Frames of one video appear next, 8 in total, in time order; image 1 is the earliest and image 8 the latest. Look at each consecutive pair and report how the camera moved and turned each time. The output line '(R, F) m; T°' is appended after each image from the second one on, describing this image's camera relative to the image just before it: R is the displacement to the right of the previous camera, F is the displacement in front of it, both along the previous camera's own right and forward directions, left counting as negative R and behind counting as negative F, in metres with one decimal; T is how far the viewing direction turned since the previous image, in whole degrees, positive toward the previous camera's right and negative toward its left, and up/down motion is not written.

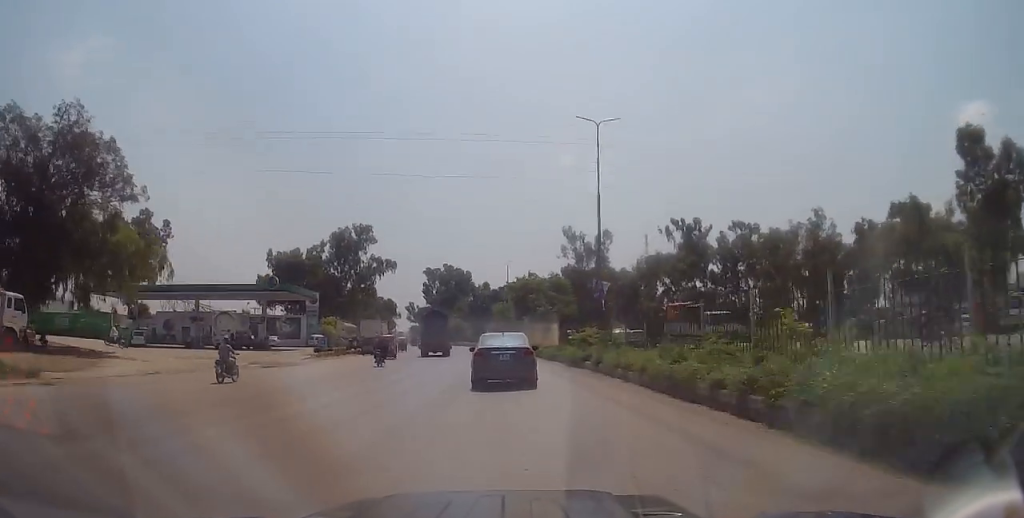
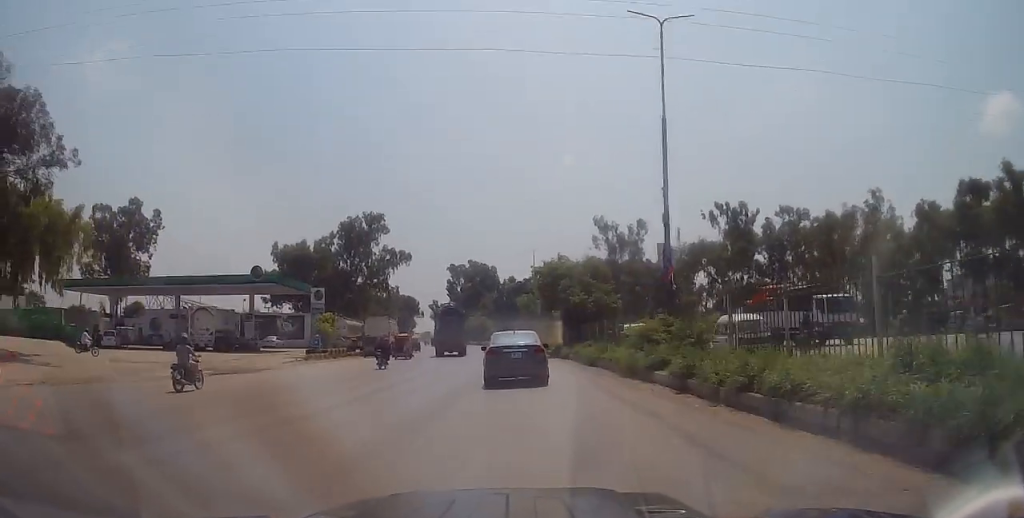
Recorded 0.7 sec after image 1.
(-0.1, +9.7) m; -1°
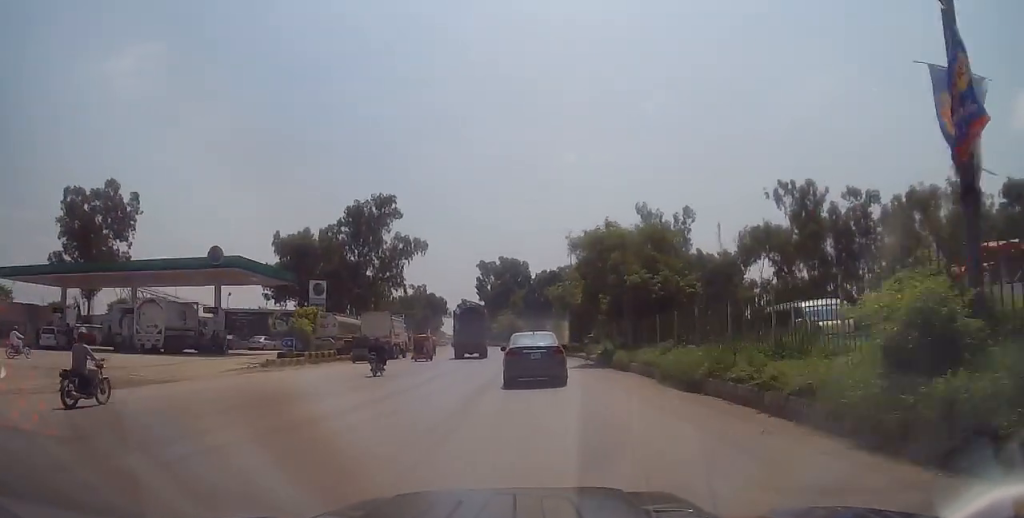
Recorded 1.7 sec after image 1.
(-0.2, +12.4) m; -1°
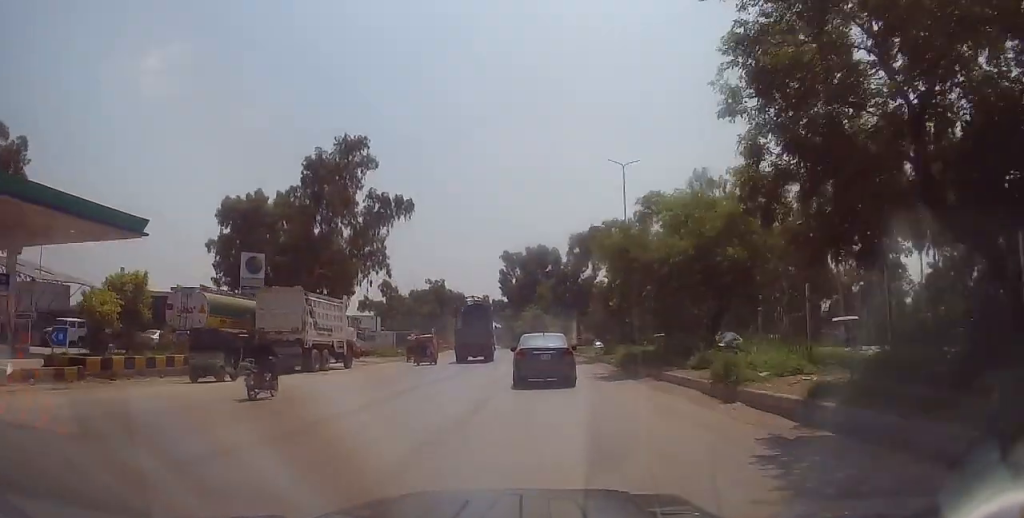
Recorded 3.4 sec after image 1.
(-0.3, +23.3) m; -2°
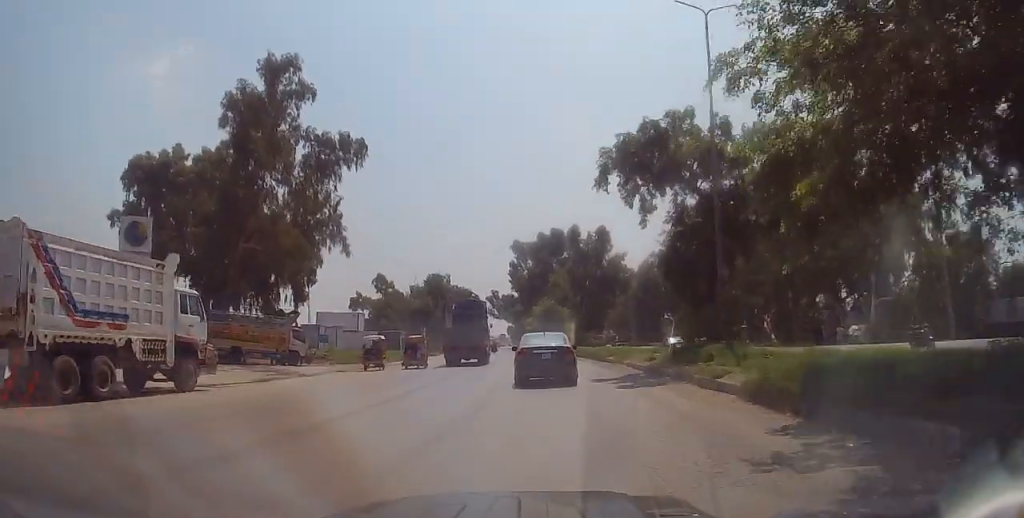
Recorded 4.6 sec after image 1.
(-0.6, +17.4) m; -3°
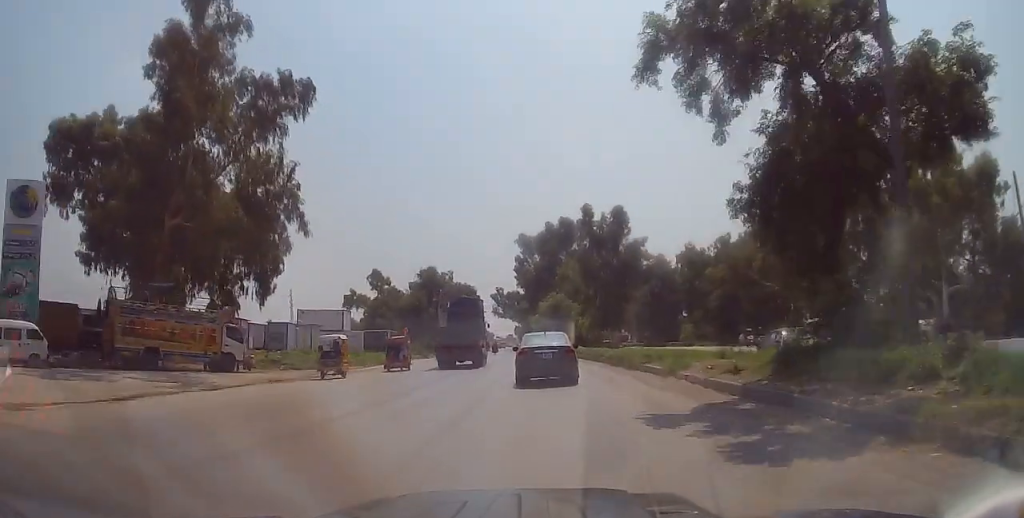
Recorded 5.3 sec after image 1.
(-0.1, +9.6) m; -1°
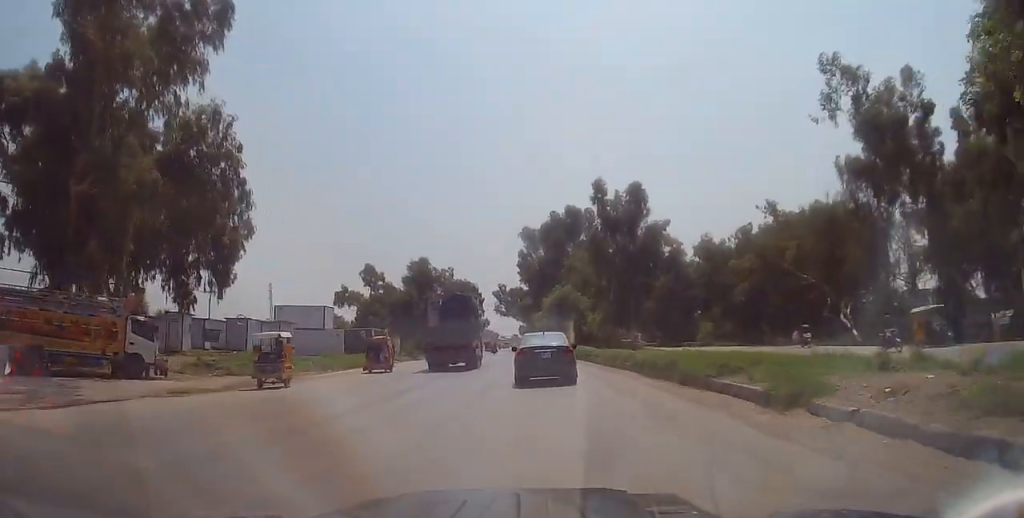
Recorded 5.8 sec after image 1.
(-0.1, +8.3) m; -1°
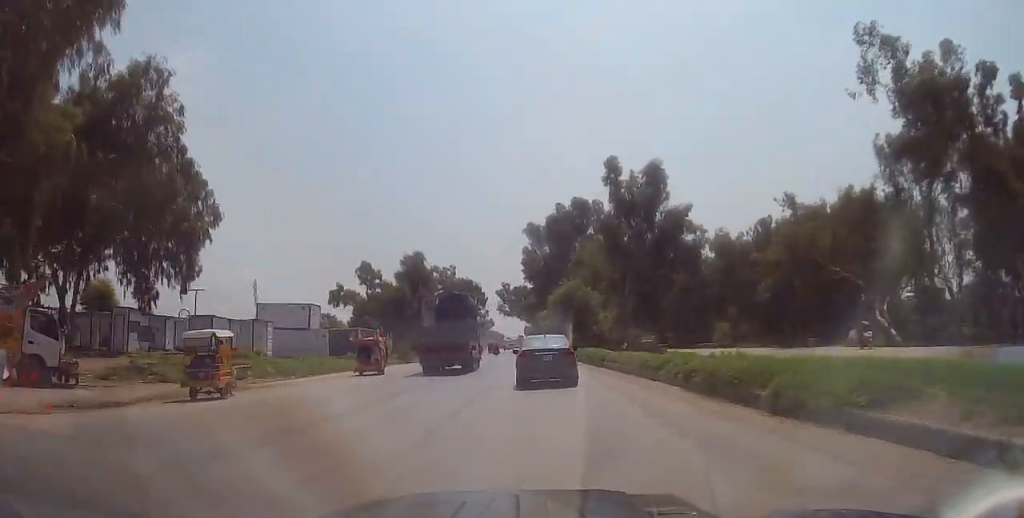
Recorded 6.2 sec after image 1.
(0.0, +5.9) m; 0°
